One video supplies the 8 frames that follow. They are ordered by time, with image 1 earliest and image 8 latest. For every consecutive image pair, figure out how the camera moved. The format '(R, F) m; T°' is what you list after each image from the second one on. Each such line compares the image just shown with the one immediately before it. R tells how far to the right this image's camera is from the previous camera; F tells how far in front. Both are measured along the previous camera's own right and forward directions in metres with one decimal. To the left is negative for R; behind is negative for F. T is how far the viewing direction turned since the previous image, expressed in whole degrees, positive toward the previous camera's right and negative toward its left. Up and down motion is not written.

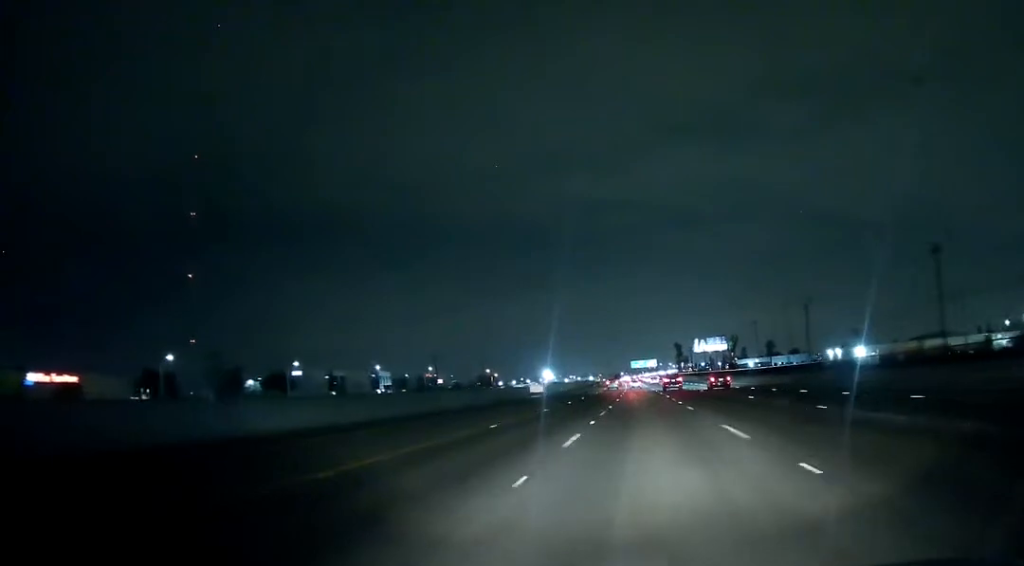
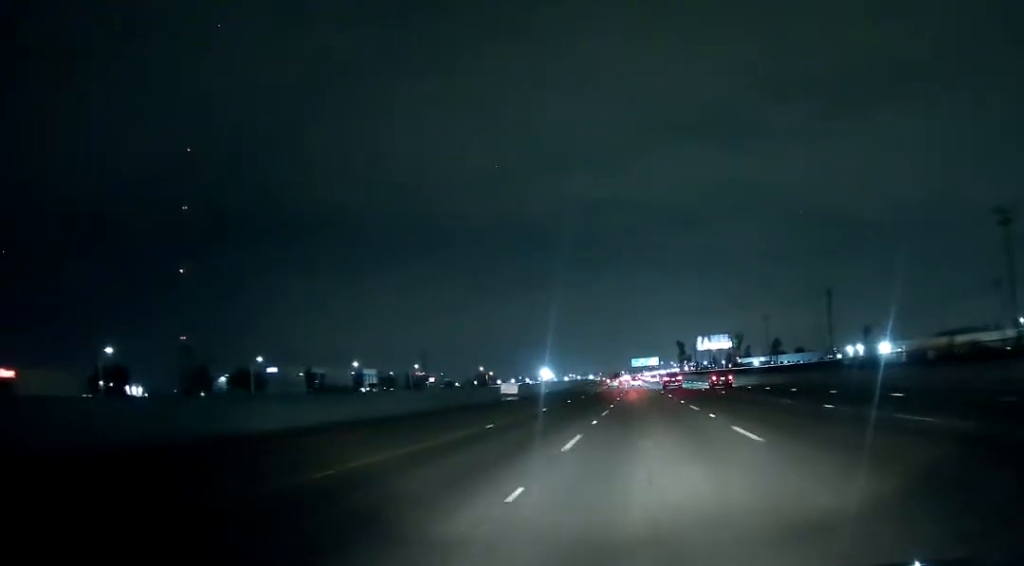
(0.0, +16.5) m; 0°
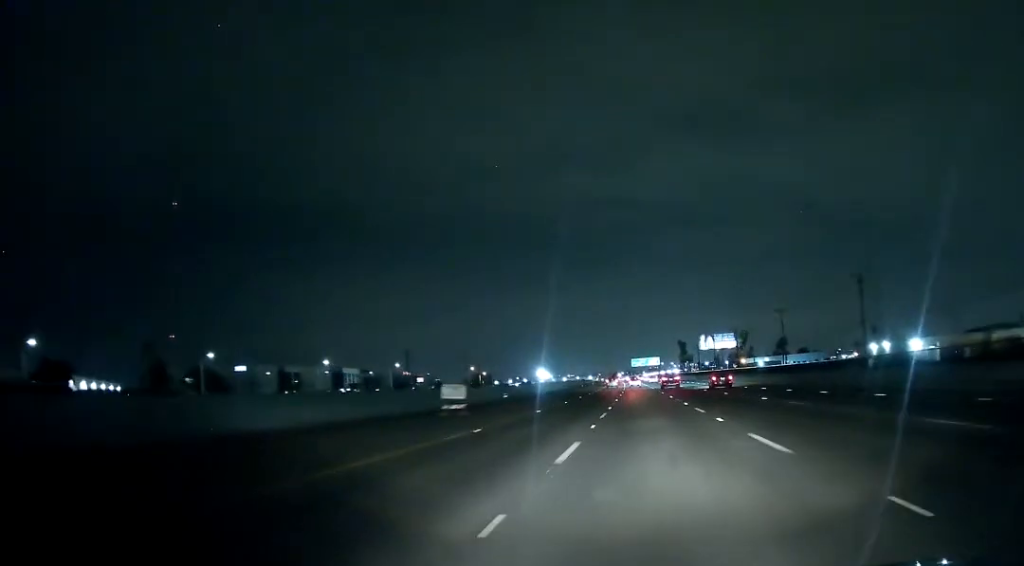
(0.0, +16.3) m; 0°
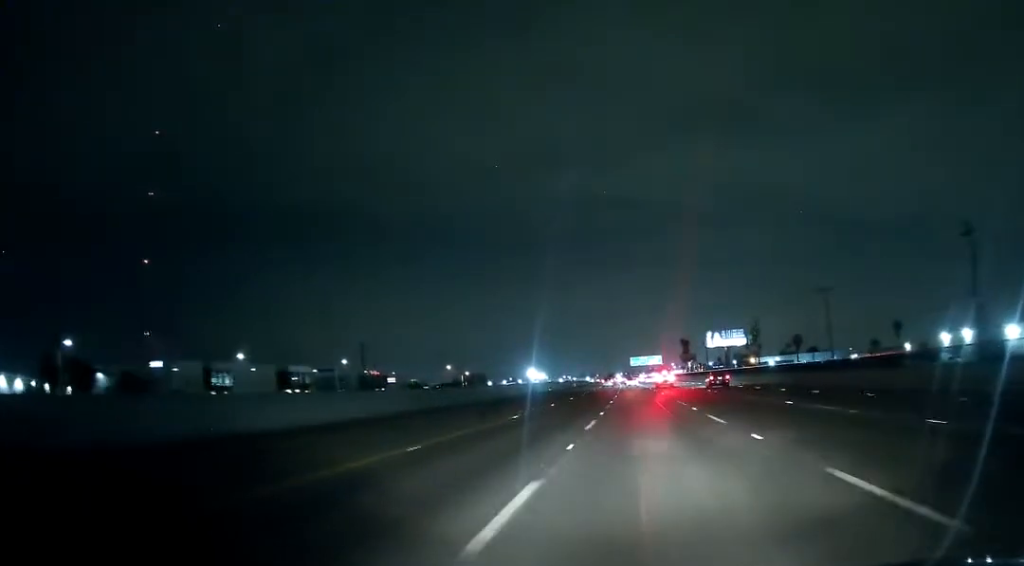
(0.0, +35.7) m; 0°
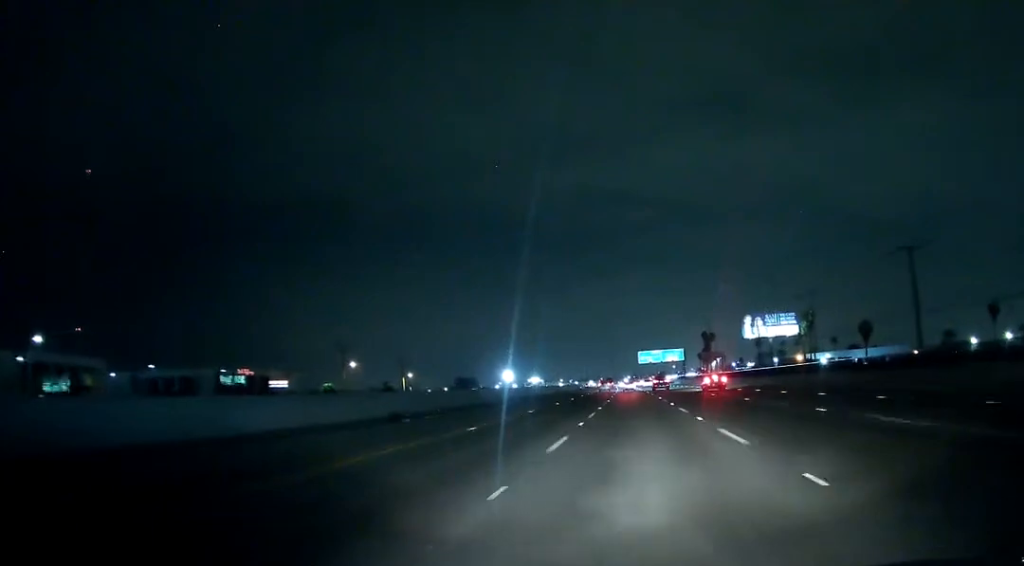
(-0.5, +95.2) m; -1°
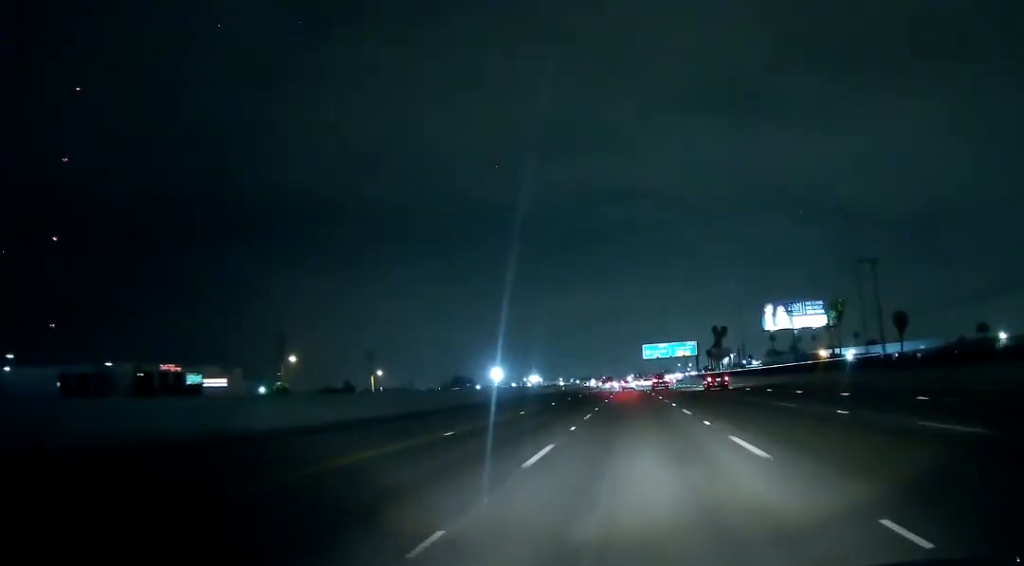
(0.0, +32.4) m; 0°
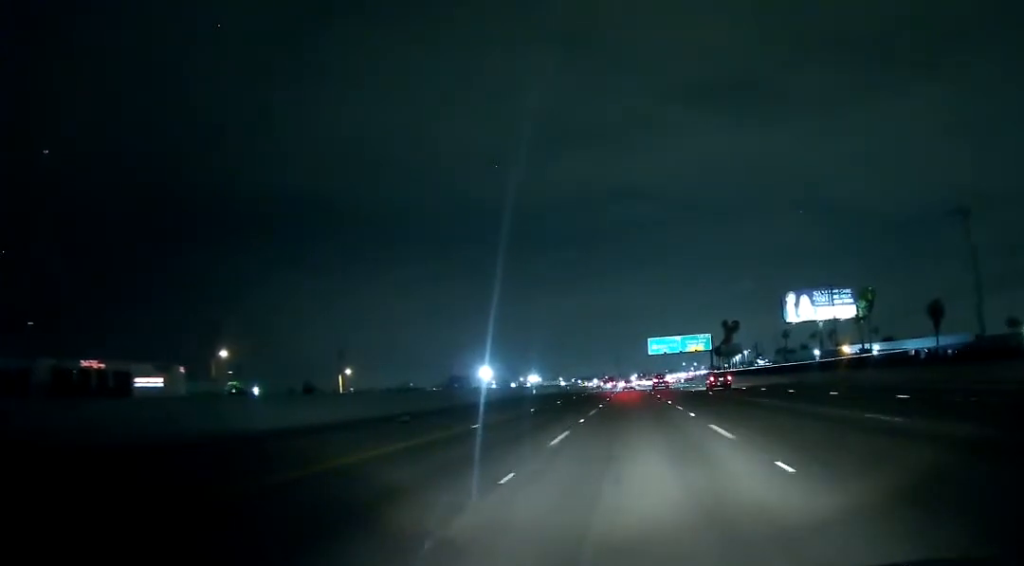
(0.0, +25.9) m; 0°
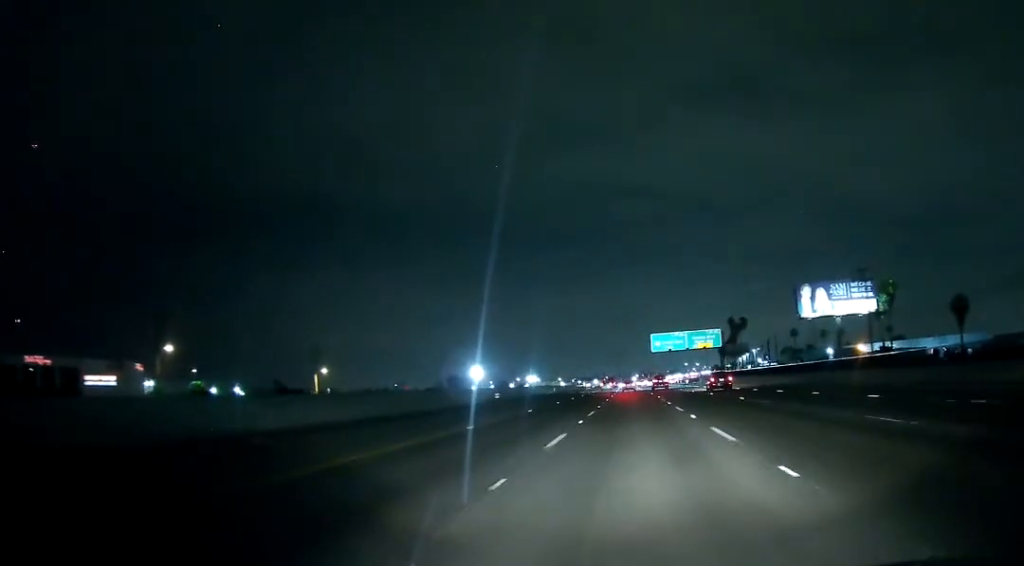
(0.0, +14.9) m; 0°
